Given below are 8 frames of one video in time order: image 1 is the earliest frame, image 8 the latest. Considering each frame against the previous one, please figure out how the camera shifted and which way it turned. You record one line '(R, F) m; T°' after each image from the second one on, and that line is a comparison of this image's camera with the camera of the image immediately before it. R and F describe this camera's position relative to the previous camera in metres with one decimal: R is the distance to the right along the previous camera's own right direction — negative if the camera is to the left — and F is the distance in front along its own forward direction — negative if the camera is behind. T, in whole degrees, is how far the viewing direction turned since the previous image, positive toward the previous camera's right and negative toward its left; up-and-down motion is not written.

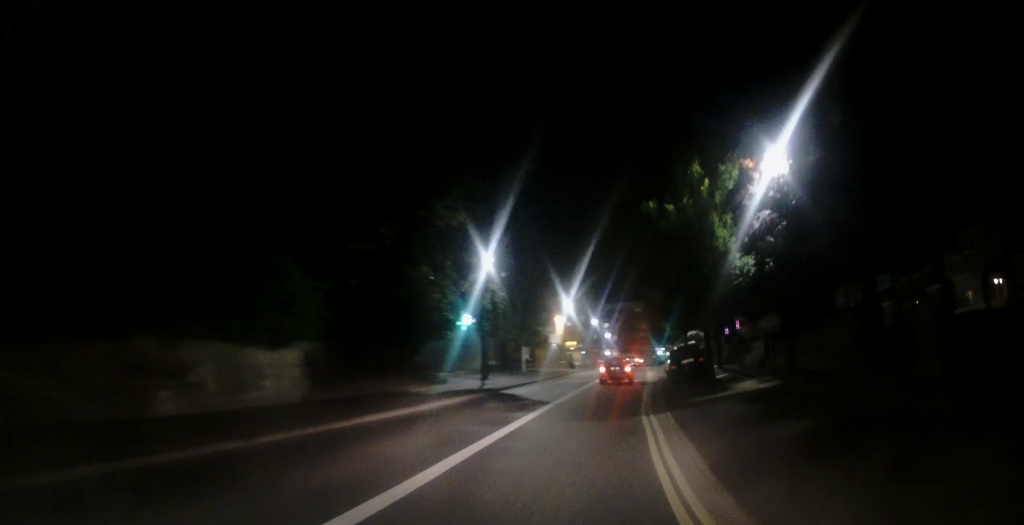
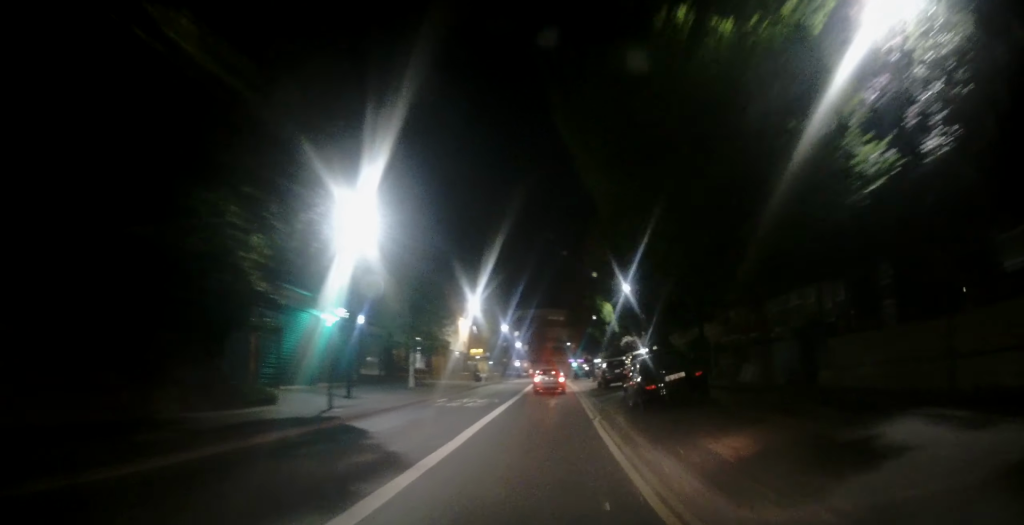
(+1.1, +10.7) m; +10°
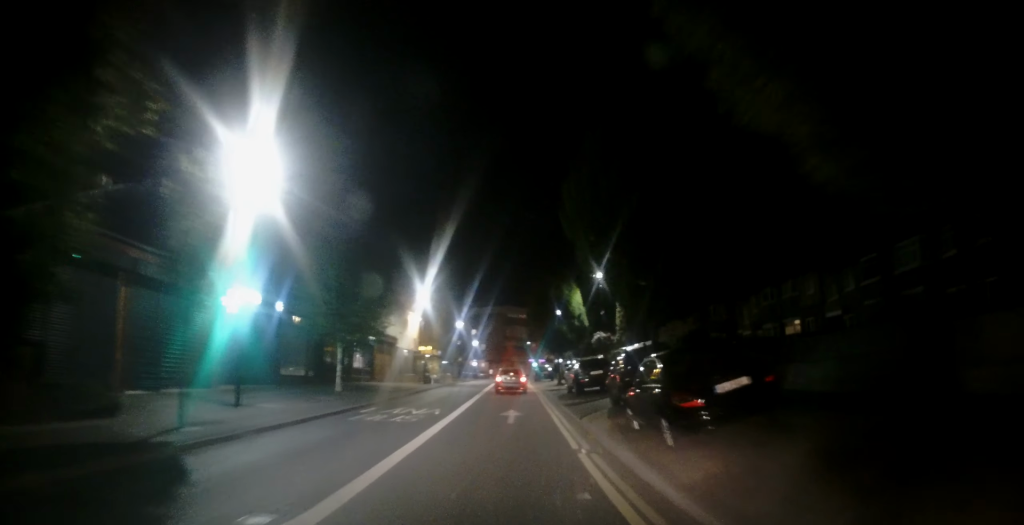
(+0.4, +6.6) m; +2°
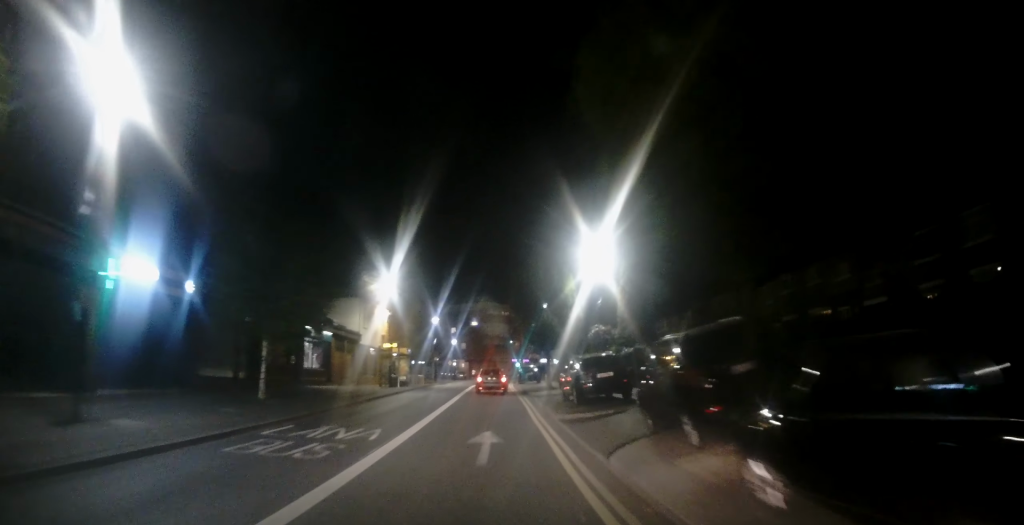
(+0.2, +7.0) m; +2°
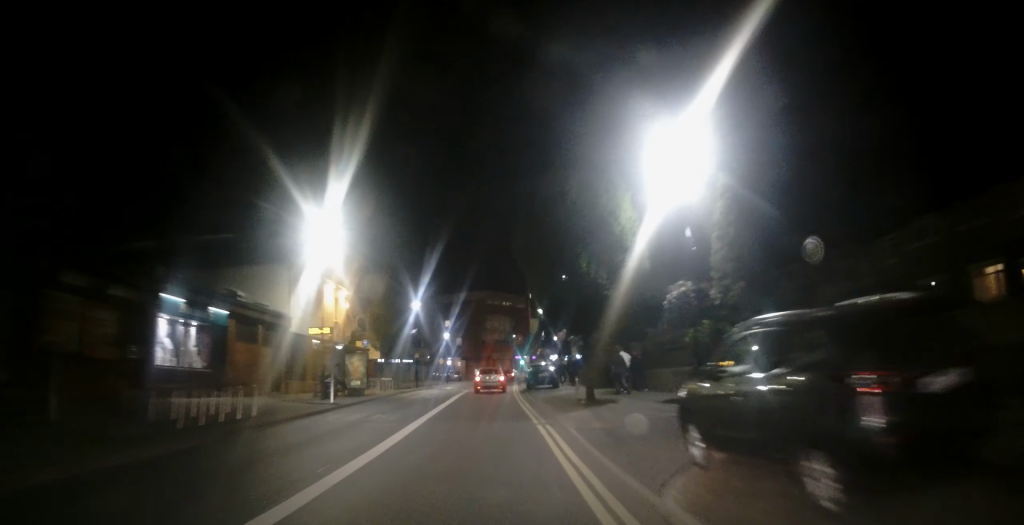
(+0.1, +15.0) m; +1°
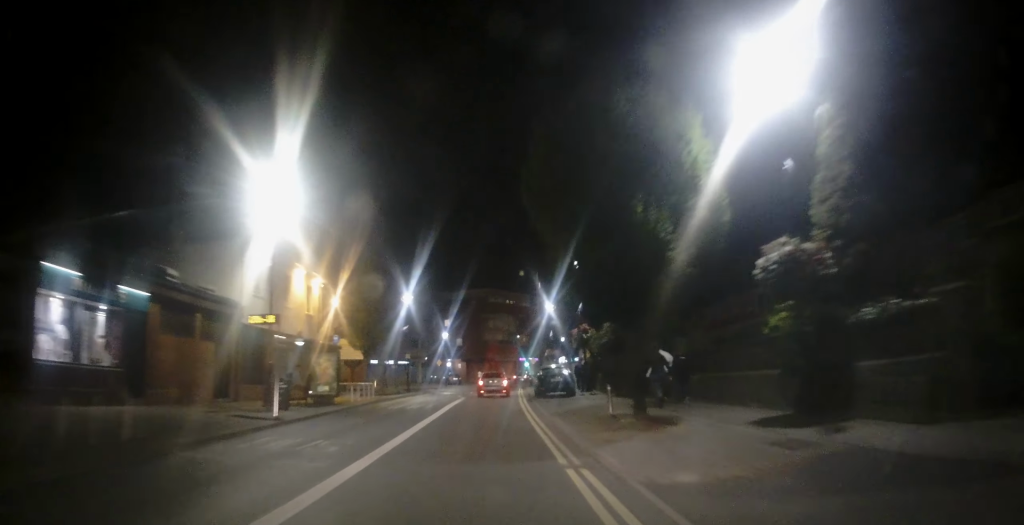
(+0.1, +6.0) m; 0°
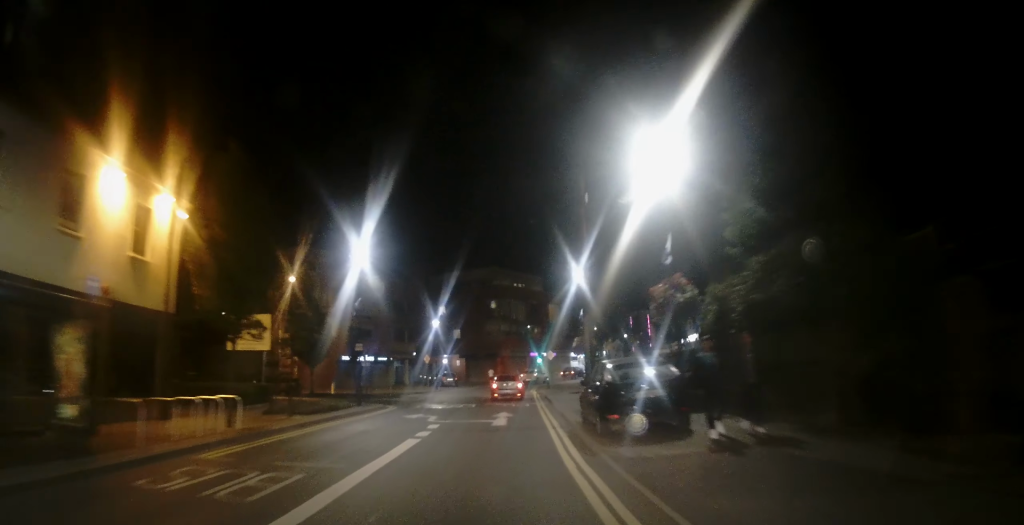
(-0.2, +15.9) m; -1°
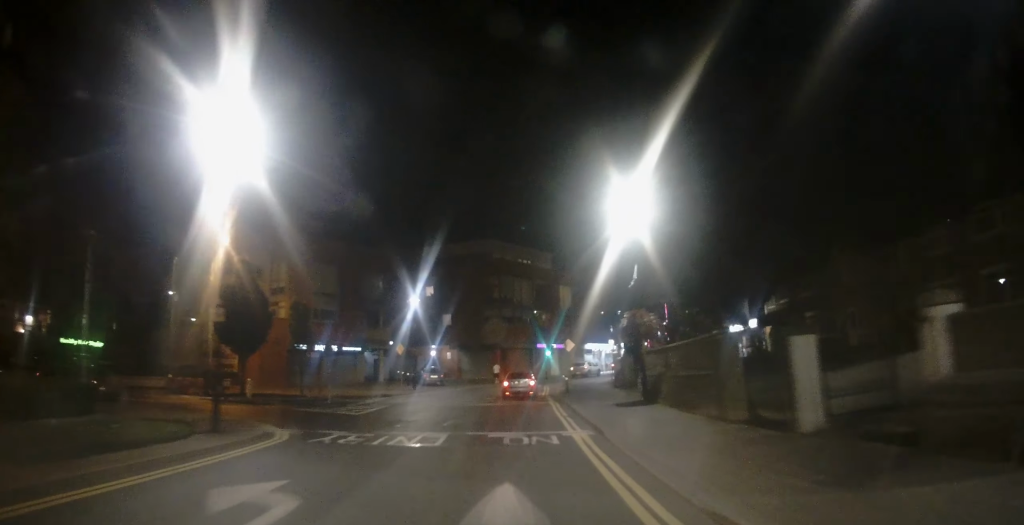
(0.0, +13.9) m; 0°
